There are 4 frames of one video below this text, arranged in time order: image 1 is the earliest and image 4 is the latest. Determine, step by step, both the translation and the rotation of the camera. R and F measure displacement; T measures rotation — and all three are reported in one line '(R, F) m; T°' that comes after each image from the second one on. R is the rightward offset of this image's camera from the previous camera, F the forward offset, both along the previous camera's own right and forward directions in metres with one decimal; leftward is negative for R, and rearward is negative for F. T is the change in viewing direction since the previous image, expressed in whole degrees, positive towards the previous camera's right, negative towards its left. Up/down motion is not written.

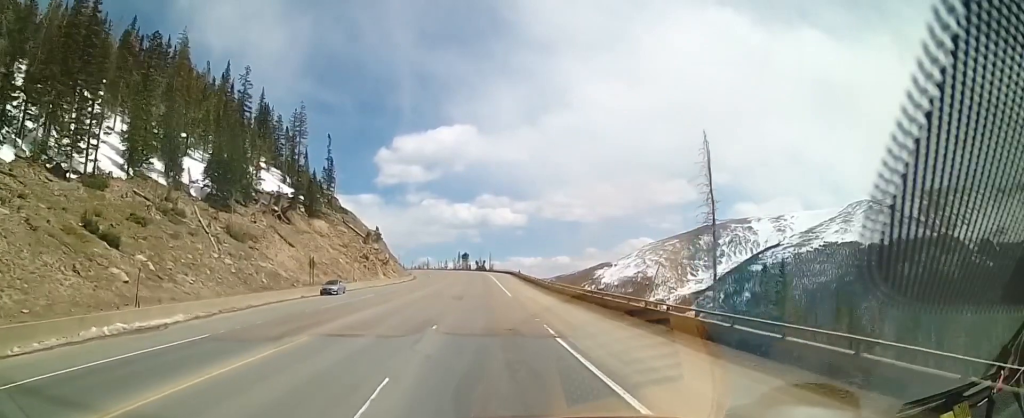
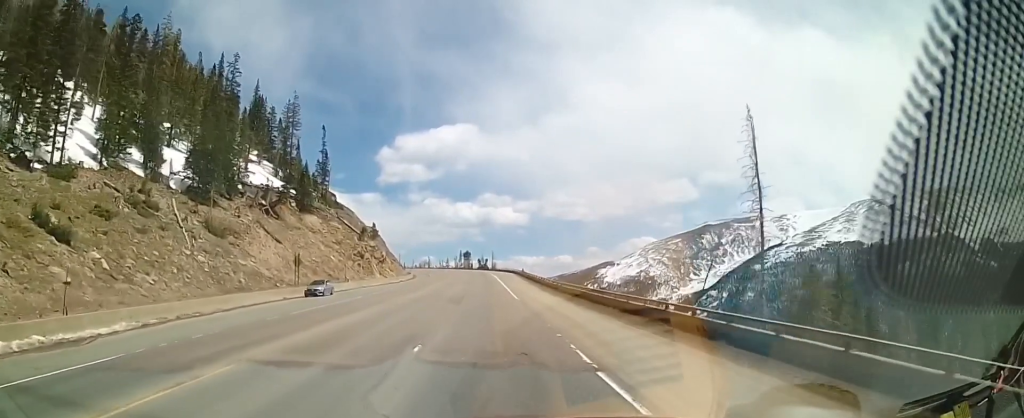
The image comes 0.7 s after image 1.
(-0.3, +5.9) m; 0°
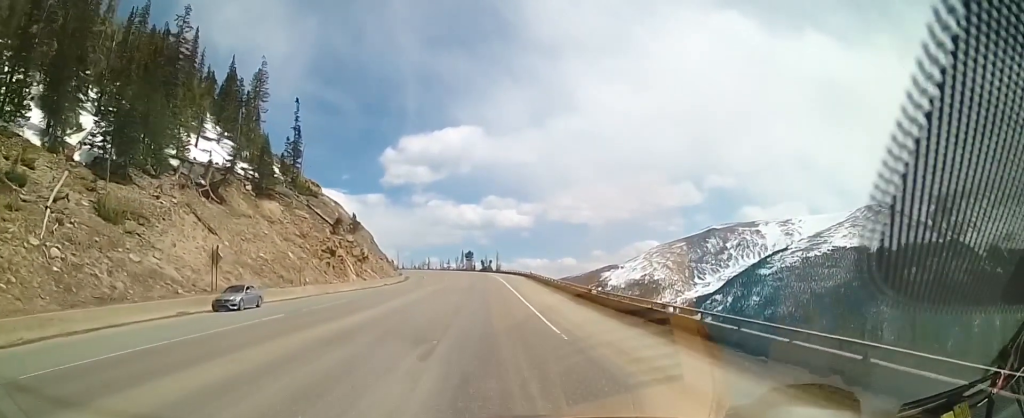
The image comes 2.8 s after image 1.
(+0.9, +19.3) m; +3°
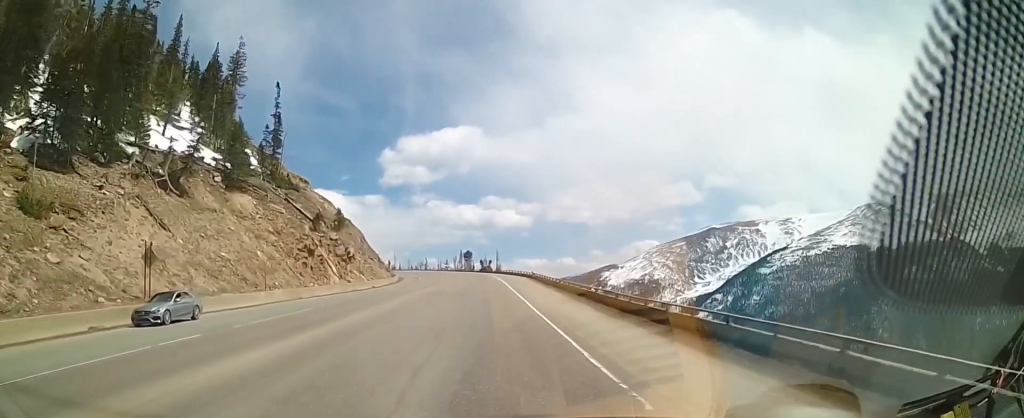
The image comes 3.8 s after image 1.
(-0.2, +8.8) m; 0°
